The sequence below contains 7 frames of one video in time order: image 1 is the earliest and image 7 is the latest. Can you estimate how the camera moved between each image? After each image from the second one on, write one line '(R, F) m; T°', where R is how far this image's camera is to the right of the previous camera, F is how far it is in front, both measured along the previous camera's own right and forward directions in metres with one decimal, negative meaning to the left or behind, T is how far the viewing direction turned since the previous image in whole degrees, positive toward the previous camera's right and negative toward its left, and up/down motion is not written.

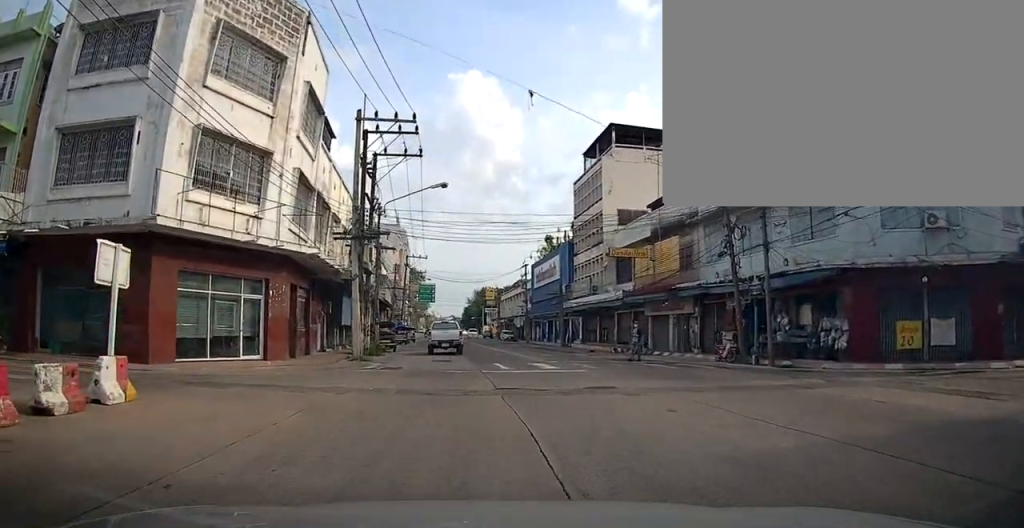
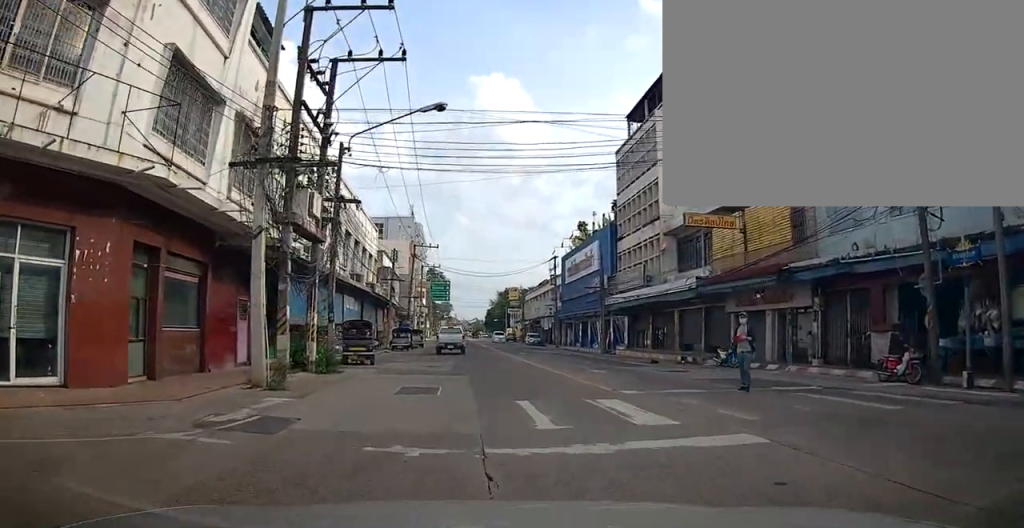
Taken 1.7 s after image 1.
(+0.1, +10.9) m; +1°
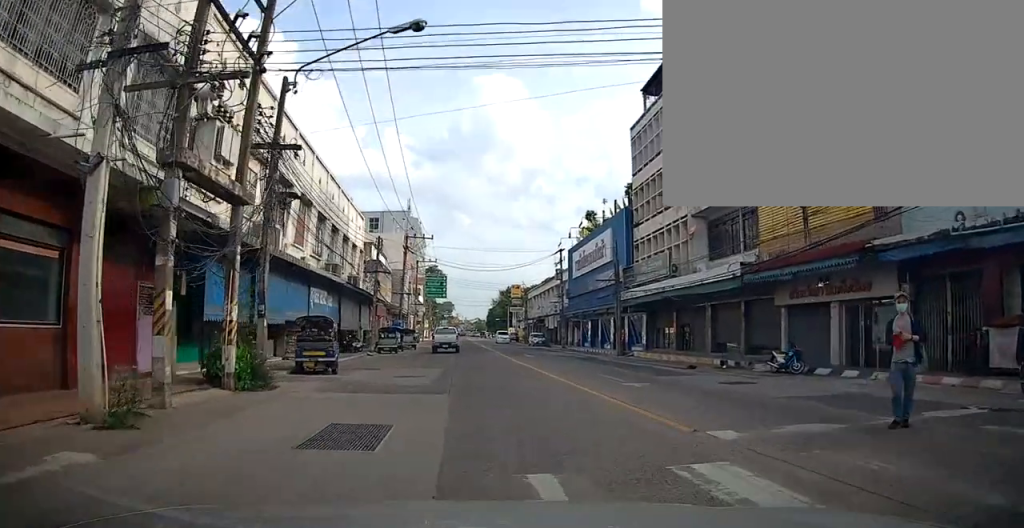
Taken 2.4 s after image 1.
(+0.3, +5.1) m; 0°
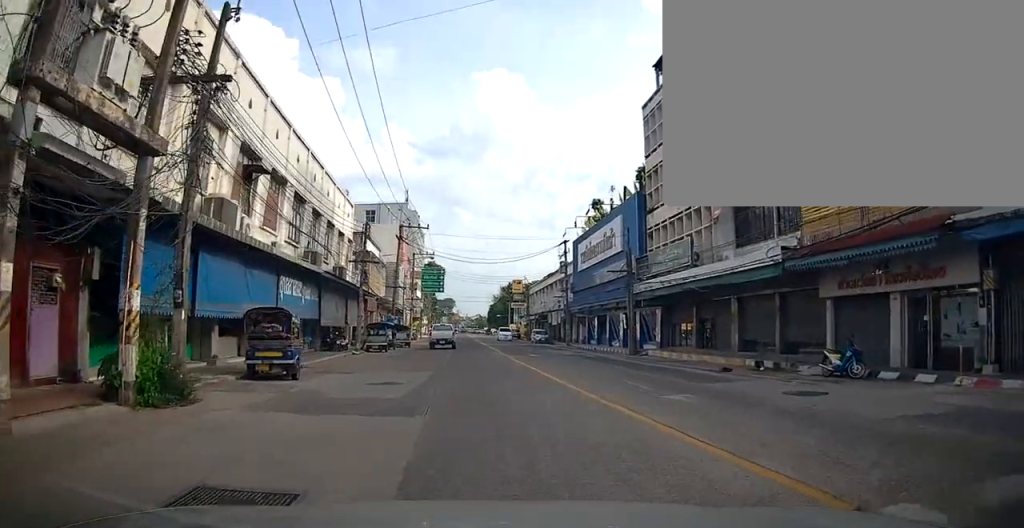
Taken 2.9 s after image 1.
(+0.4, +3.3) m; 0°
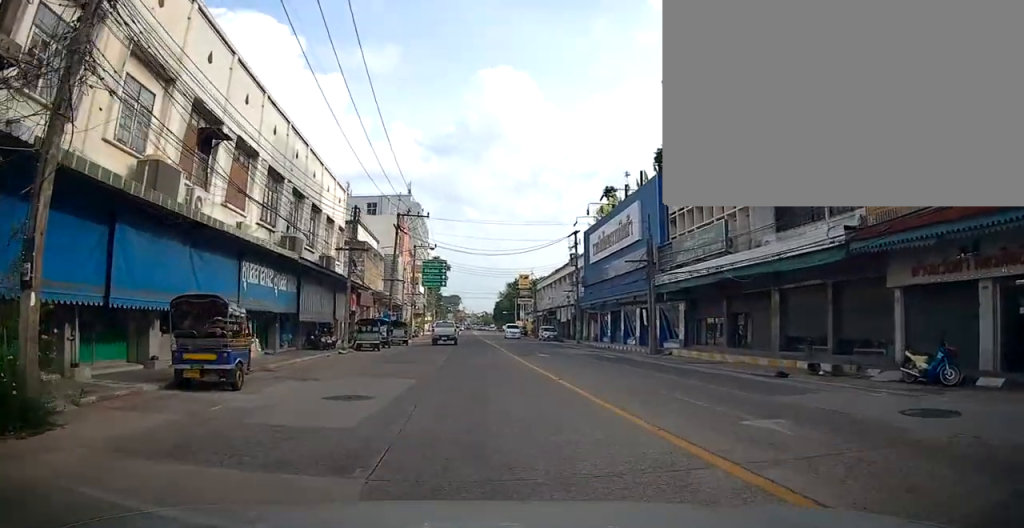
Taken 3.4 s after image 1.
(-0.4, +3.6) m; -3°
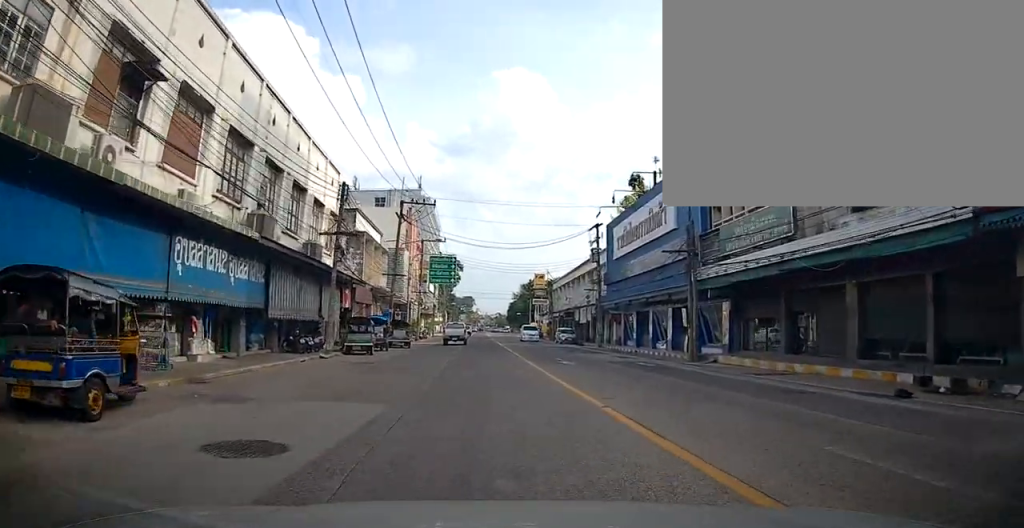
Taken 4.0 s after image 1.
(-0.3, +4.6) m; -3°
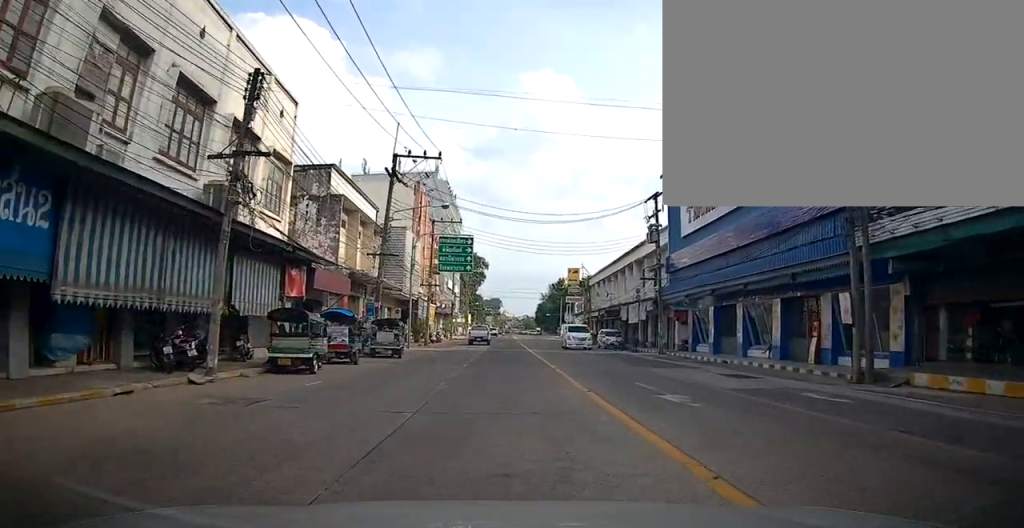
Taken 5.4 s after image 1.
(0.0, +11.2) m; 0°
